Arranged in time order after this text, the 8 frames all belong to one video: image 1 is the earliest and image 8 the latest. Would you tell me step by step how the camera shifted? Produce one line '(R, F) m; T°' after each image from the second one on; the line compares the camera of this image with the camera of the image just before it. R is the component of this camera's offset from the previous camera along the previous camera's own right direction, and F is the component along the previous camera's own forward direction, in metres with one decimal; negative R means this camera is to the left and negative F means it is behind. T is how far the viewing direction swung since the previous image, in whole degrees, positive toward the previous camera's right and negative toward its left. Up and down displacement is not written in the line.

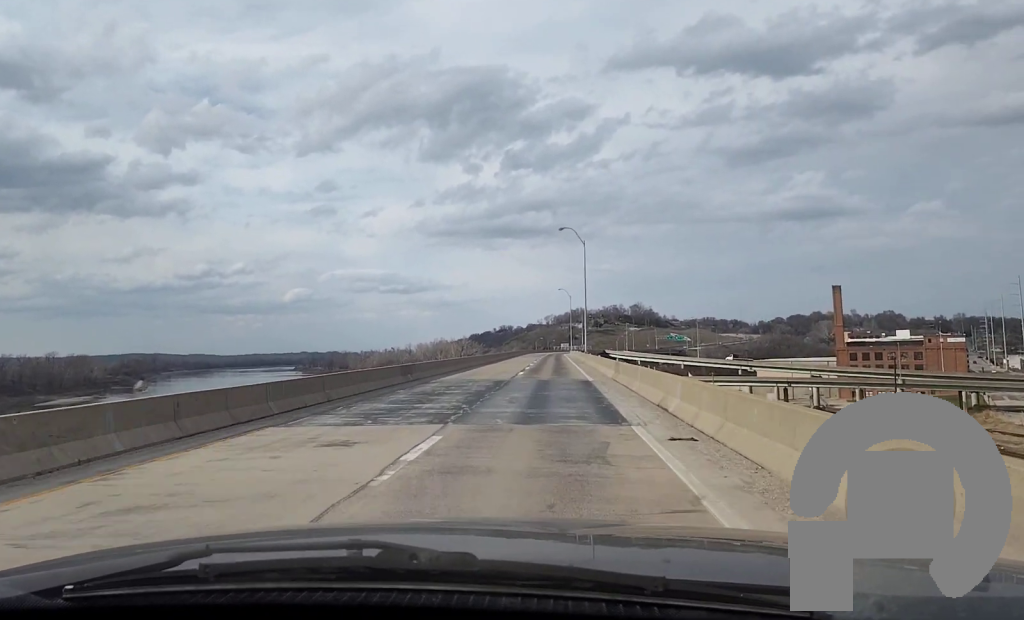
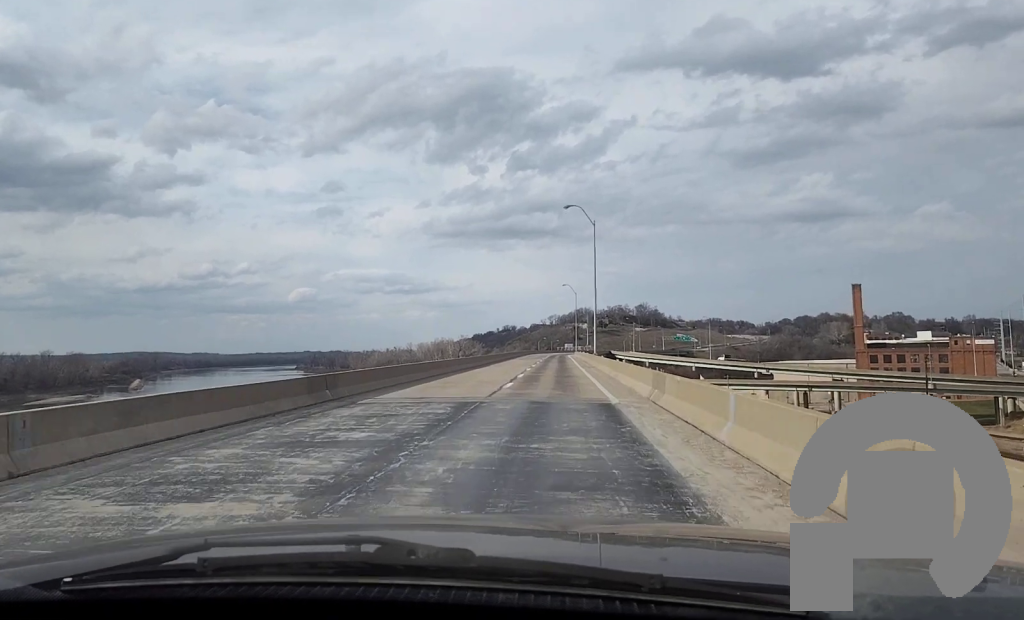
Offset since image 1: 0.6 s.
(0.0, +14.9) m; 0°
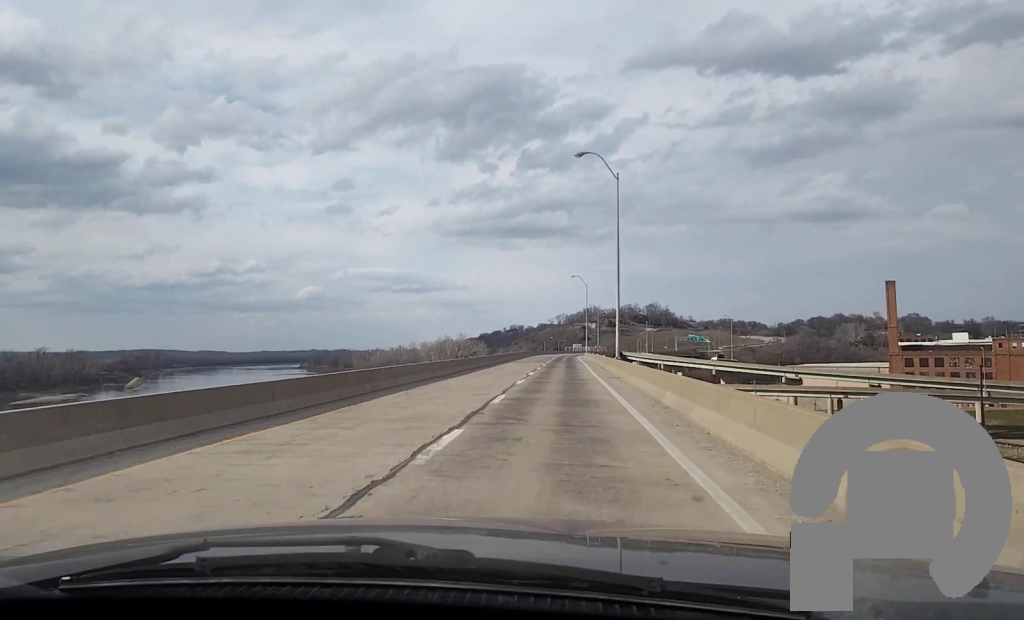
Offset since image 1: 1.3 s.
(-0.1, +20.1) m; 0°
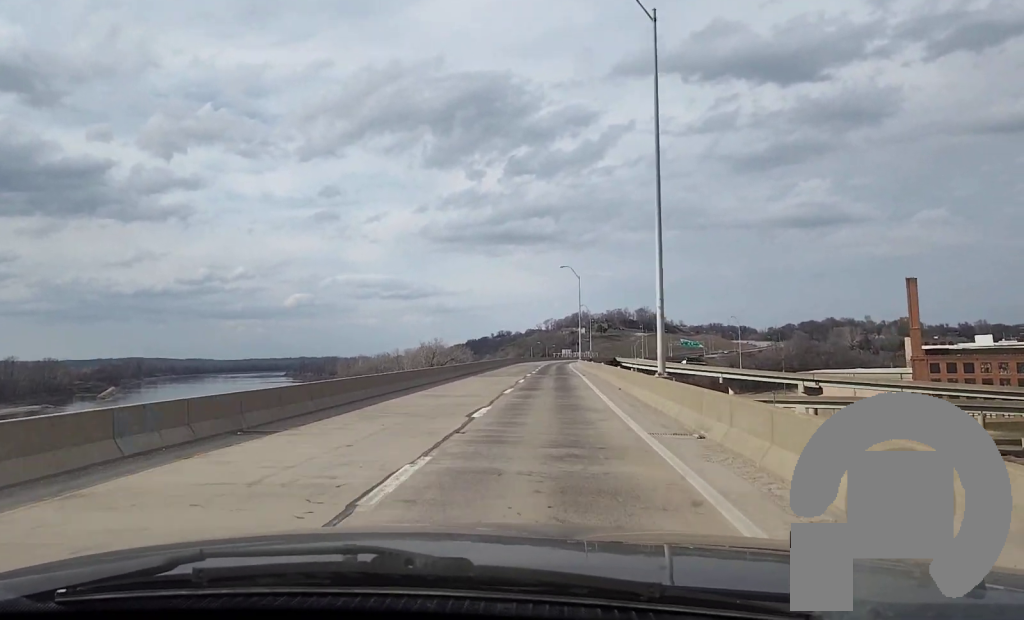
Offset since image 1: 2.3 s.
(0.0, +26.2) m; 0°
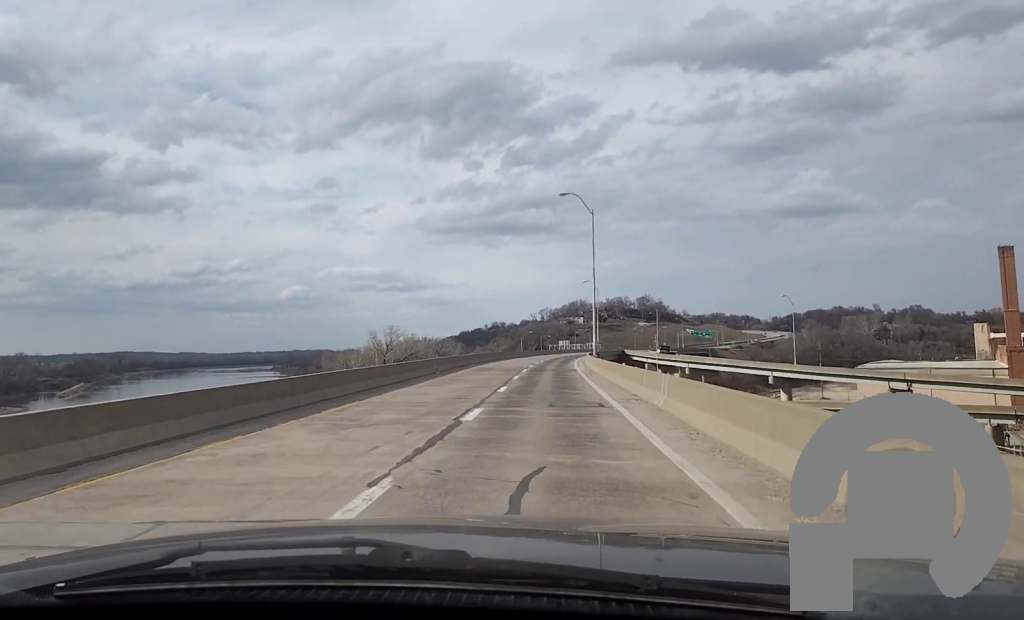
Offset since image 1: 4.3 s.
(0.0, +51.1) m; 0°
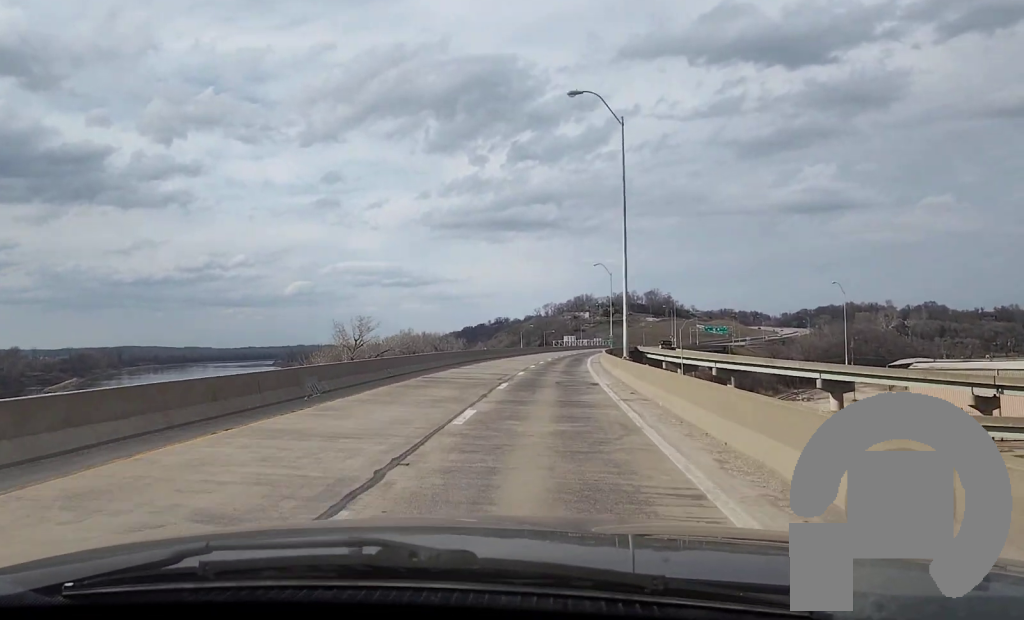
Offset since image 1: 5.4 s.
(0.0, +26.4) m; 0°
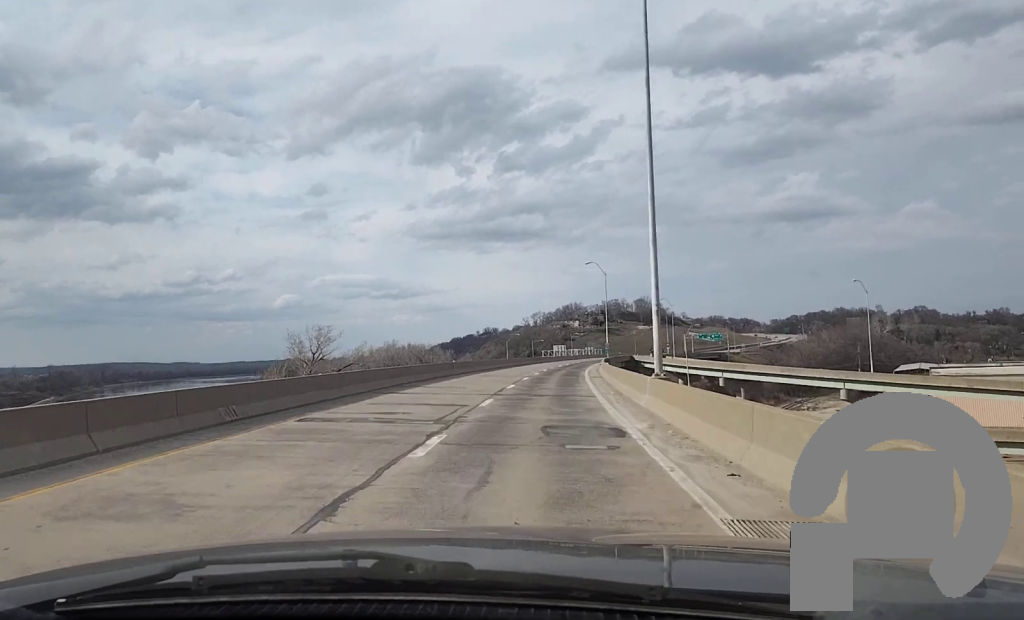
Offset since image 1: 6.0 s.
(0.0, +16.1) m; 0°
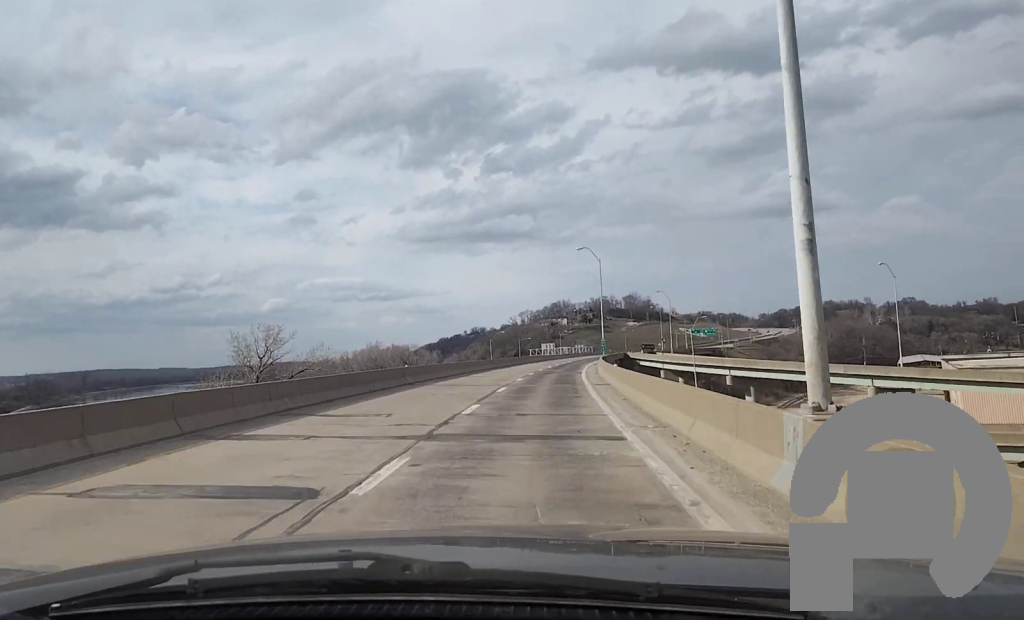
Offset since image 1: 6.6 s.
(0.0, +15.1) m; 0°
